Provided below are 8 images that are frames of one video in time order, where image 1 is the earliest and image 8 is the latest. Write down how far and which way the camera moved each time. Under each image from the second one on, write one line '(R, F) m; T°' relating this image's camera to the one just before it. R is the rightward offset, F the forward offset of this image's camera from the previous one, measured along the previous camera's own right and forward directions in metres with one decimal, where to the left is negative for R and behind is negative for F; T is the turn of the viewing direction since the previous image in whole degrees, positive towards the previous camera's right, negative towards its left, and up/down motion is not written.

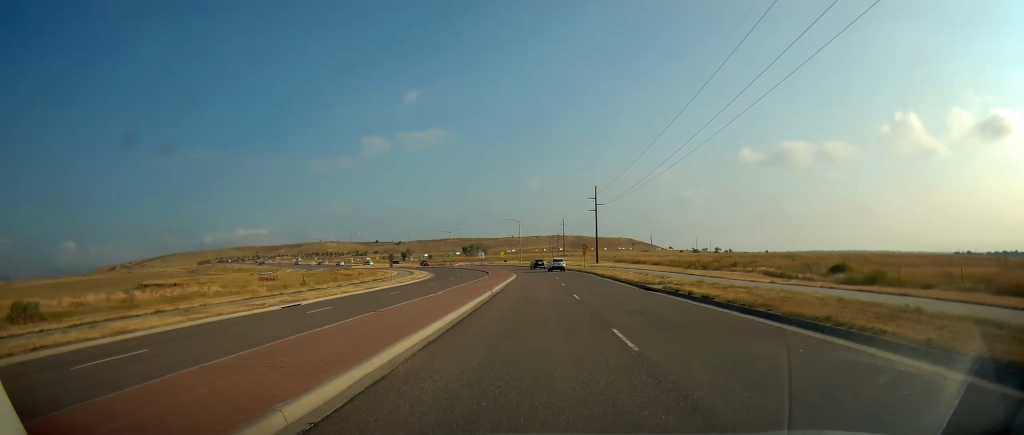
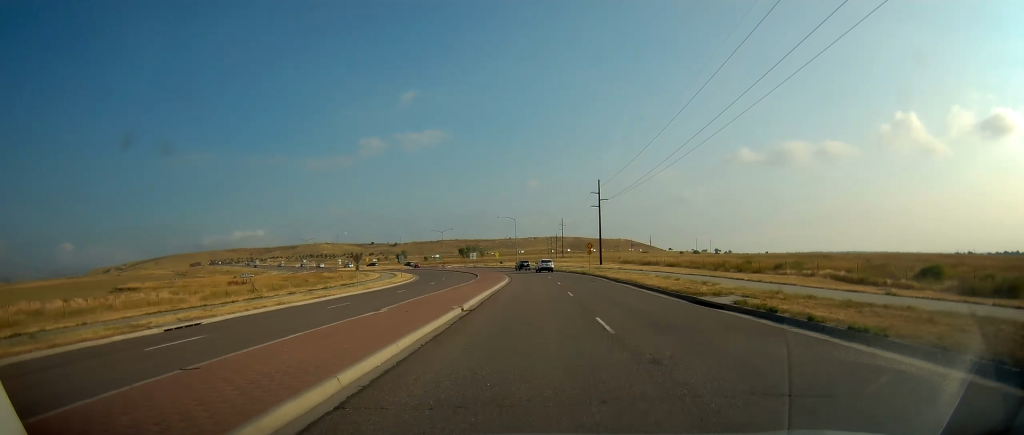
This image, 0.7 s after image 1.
(+0.5, +11.1) m; 0°
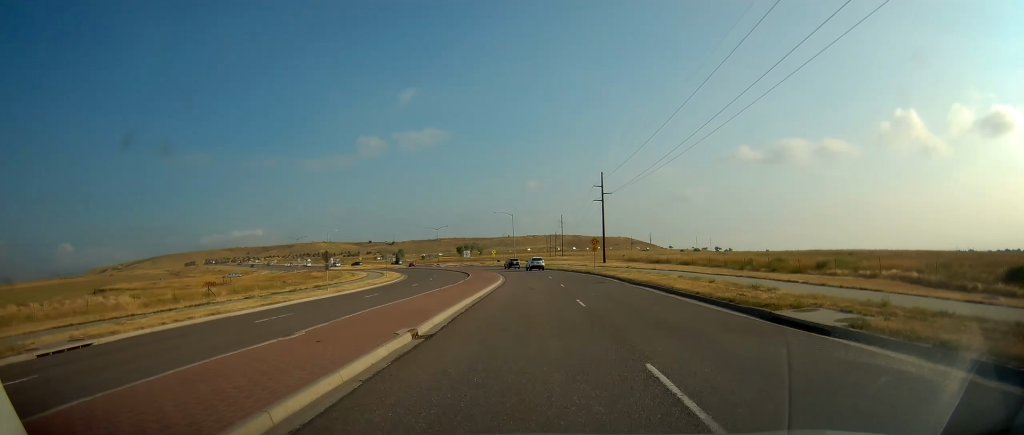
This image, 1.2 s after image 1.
(-0.1, +7.5) m; -1°
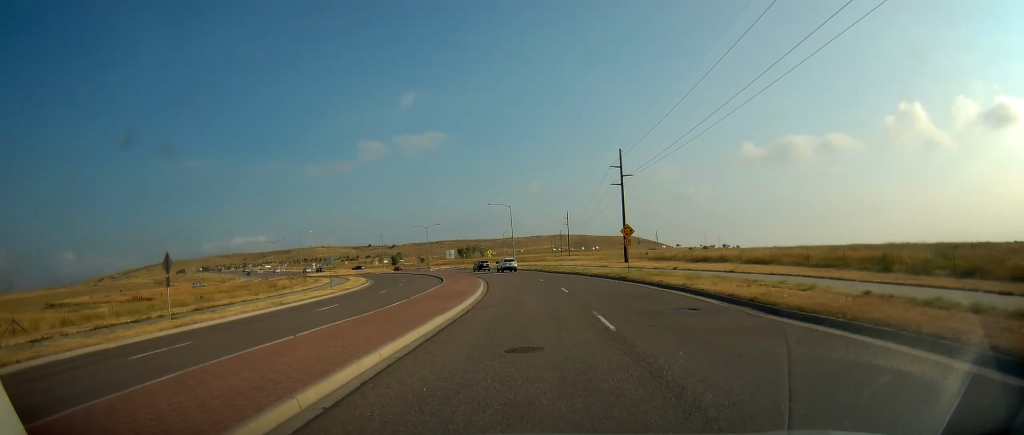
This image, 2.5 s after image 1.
(-0.6, +21.3) m; -2°
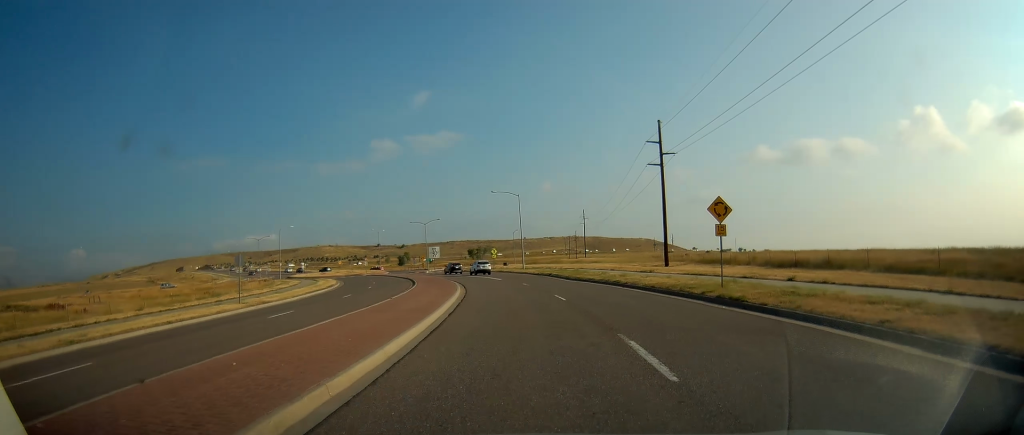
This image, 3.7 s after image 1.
(0.0, +18.5) m; 0°
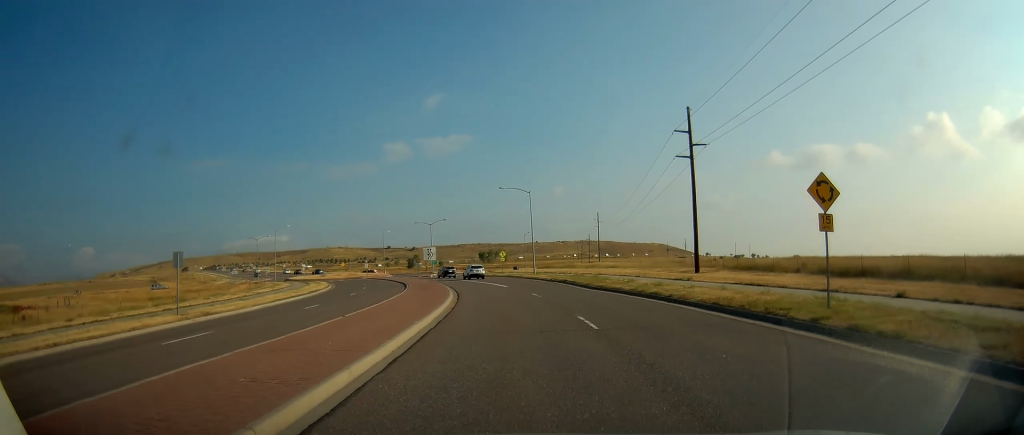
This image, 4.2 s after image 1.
(0.0, +7.6) m; -1°
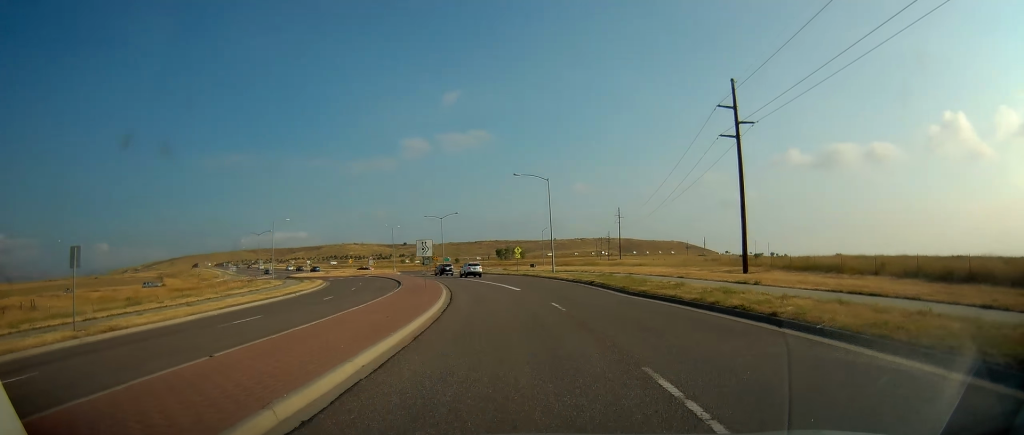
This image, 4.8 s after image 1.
(+0.1, +8.6) m; -1°
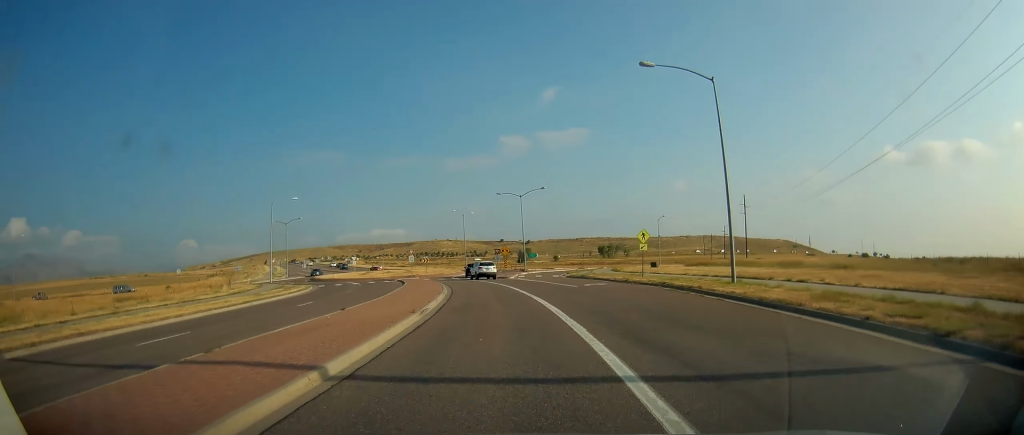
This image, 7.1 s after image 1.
(-2.5, +35.3) m; -10°
